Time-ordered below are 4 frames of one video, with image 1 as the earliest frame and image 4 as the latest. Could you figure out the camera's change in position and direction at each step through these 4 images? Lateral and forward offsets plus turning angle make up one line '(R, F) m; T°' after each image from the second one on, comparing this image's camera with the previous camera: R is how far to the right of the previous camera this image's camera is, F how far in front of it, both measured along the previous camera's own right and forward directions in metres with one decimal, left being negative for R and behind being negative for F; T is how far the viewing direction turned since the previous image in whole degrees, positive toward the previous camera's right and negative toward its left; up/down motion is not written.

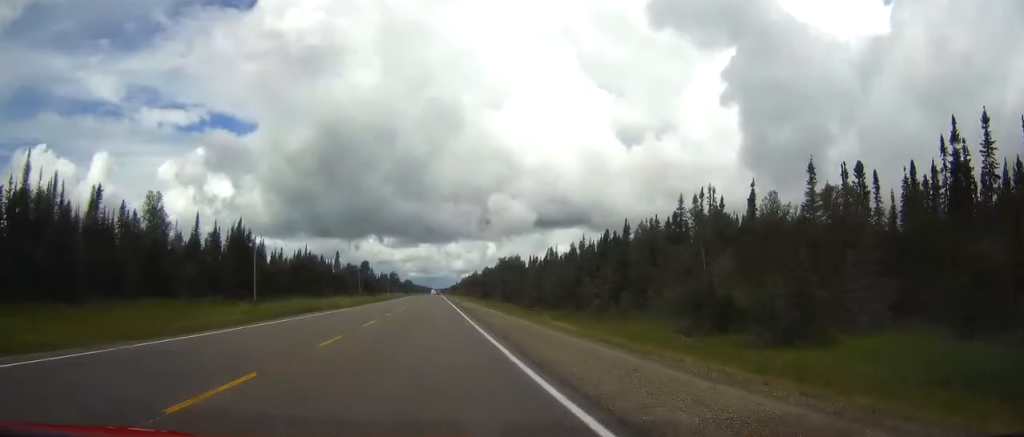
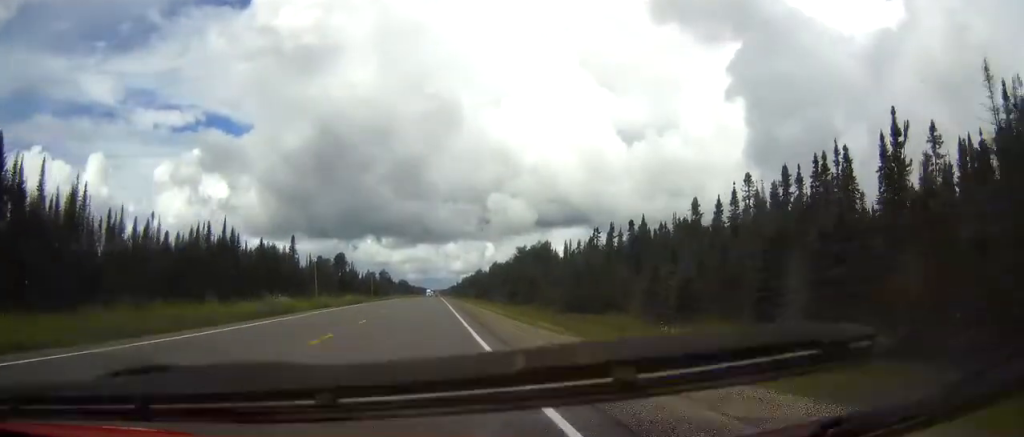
(+0.2, +85.1) m; 0°
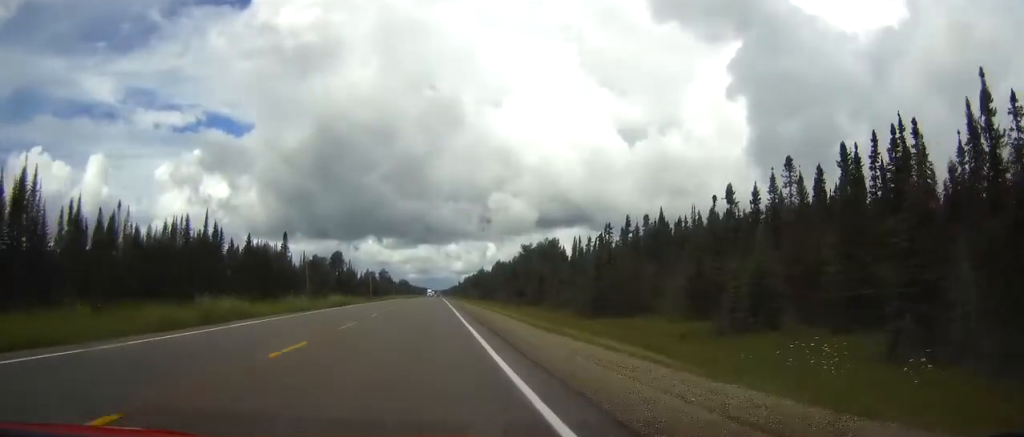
(+0.1, +12.1) m; 0°
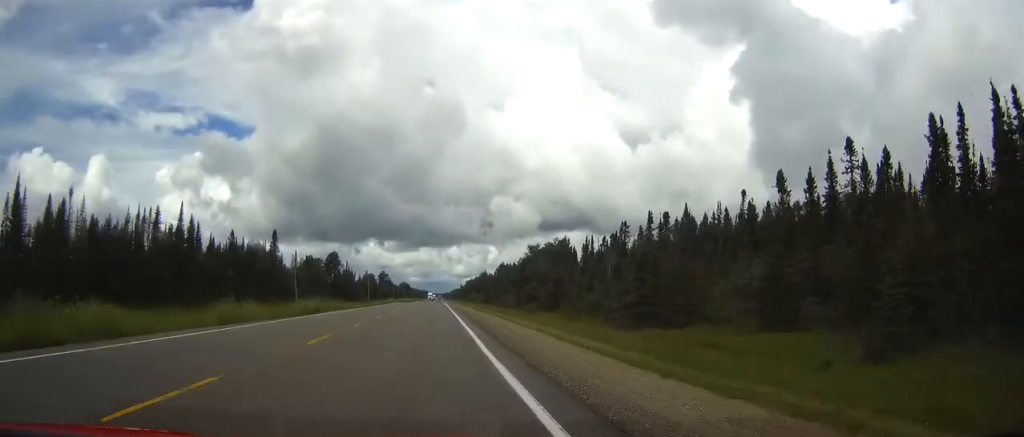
(-0.1, +14.2) m; 0°
